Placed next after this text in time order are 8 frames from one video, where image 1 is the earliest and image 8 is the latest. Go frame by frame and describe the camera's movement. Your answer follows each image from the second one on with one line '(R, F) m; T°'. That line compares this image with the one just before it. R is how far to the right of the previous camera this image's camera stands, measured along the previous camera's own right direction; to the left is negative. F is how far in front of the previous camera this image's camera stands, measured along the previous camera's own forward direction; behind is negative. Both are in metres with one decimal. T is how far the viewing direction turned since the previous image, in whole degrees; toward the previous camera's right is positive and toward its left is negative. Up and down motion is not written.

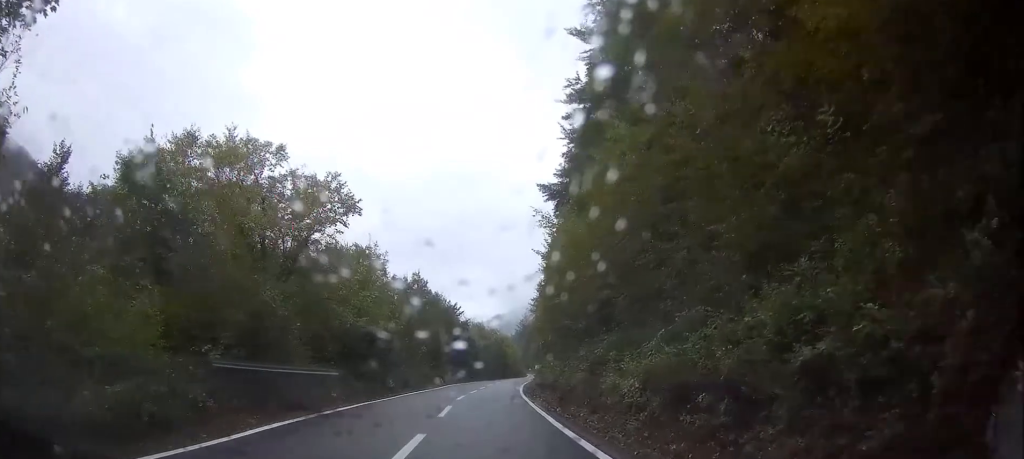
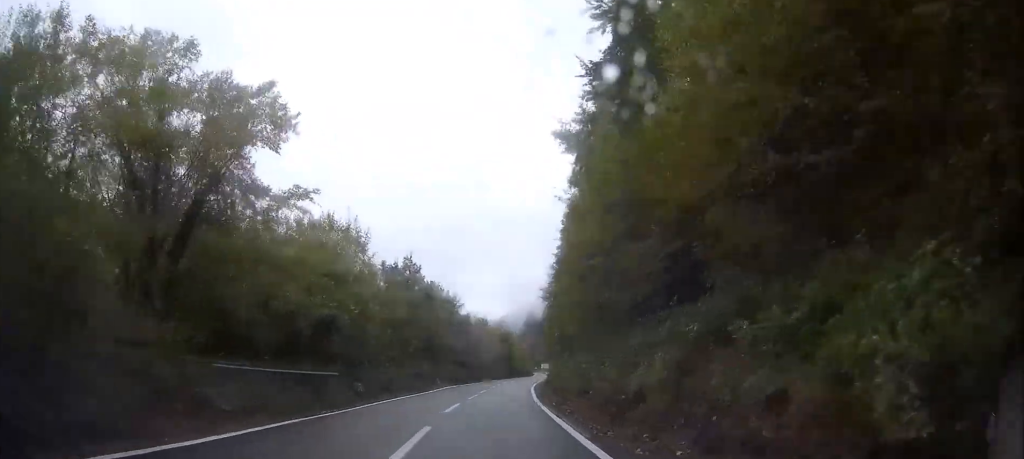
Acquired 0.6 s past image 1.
(0.0, +9.2) m; 0°
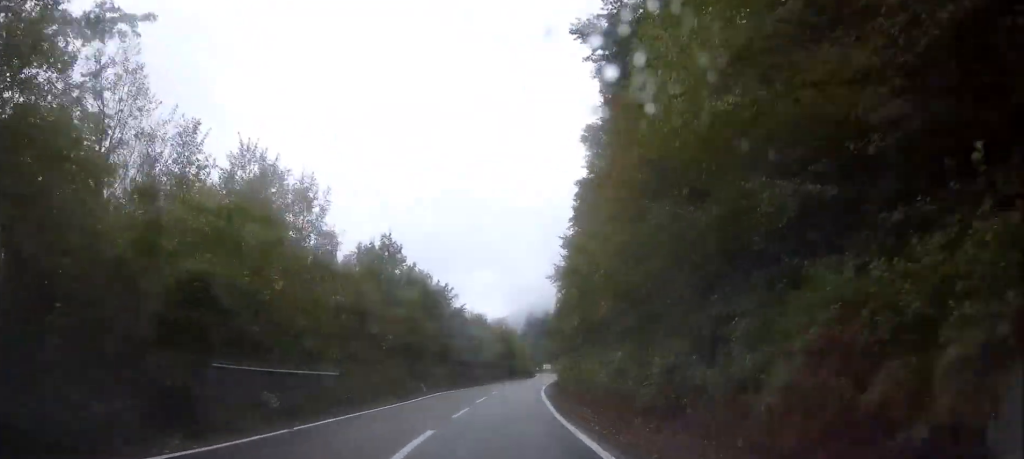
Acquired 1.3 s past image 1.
(0.0, +10.6) m; 0°
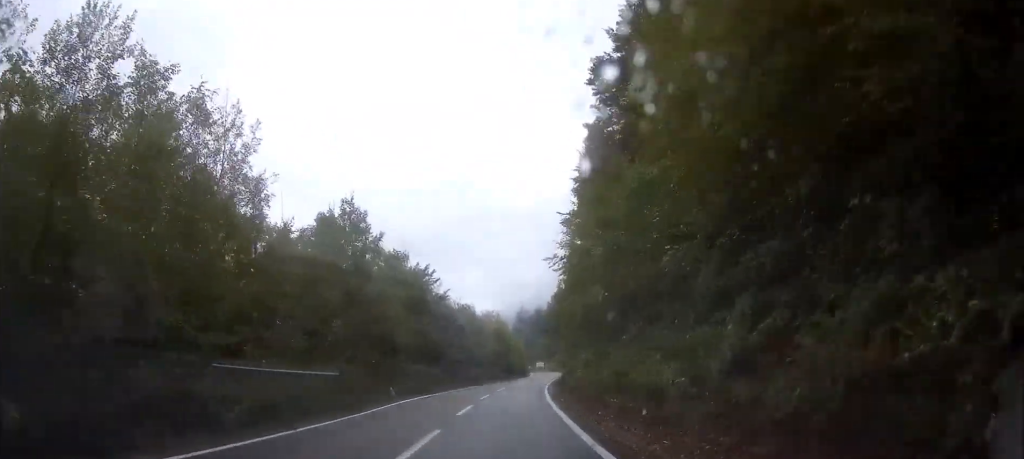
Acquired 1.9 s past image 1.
(0.0, +9.5) m; 0°
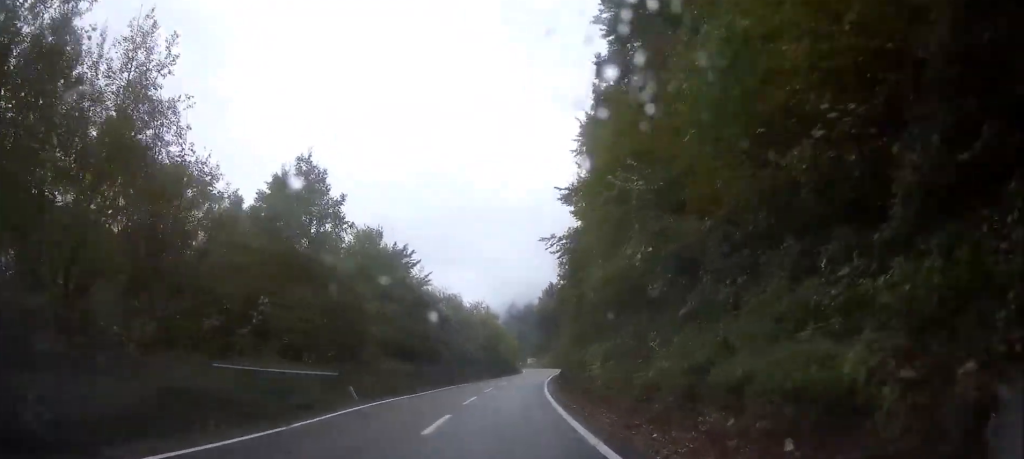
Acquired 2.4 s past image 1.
(0.0, +7.0) m; 0°
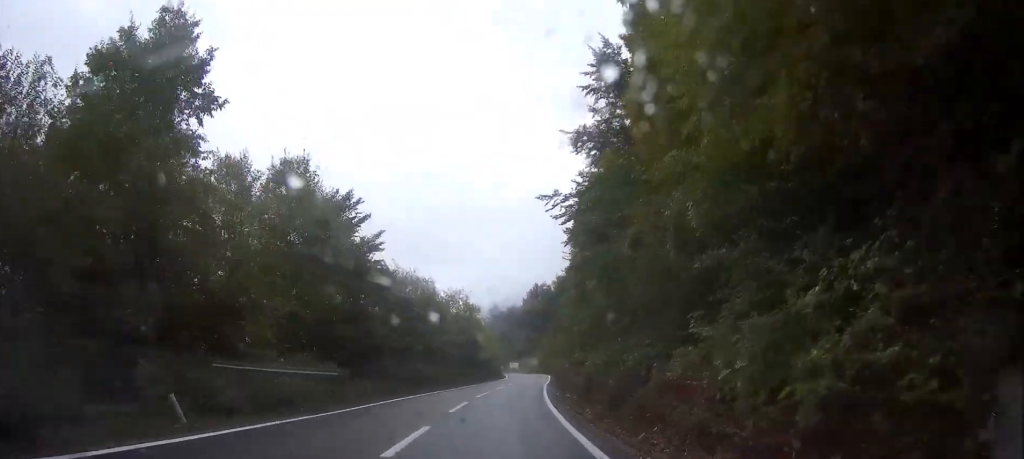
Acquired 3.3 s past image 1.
(0.0, +13.4) m; +1°
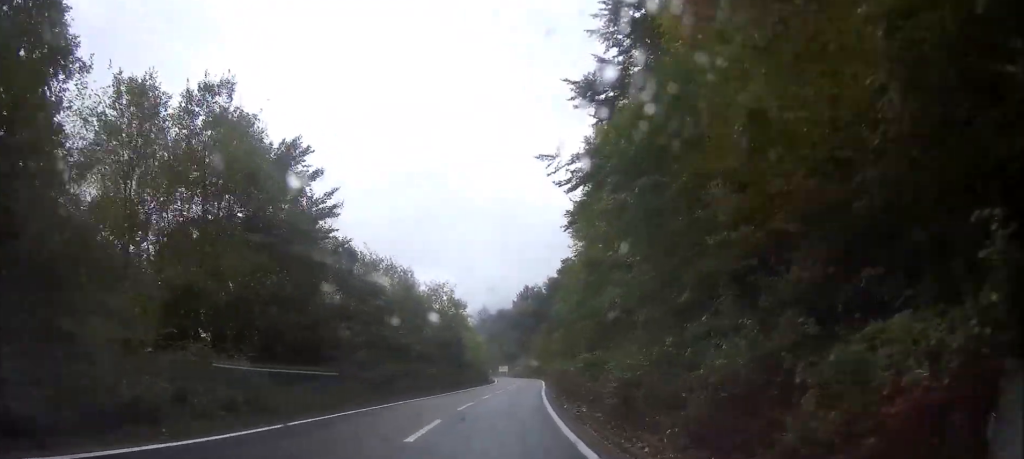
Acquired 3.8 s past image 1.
(+0.1, +7.4) m; +1°
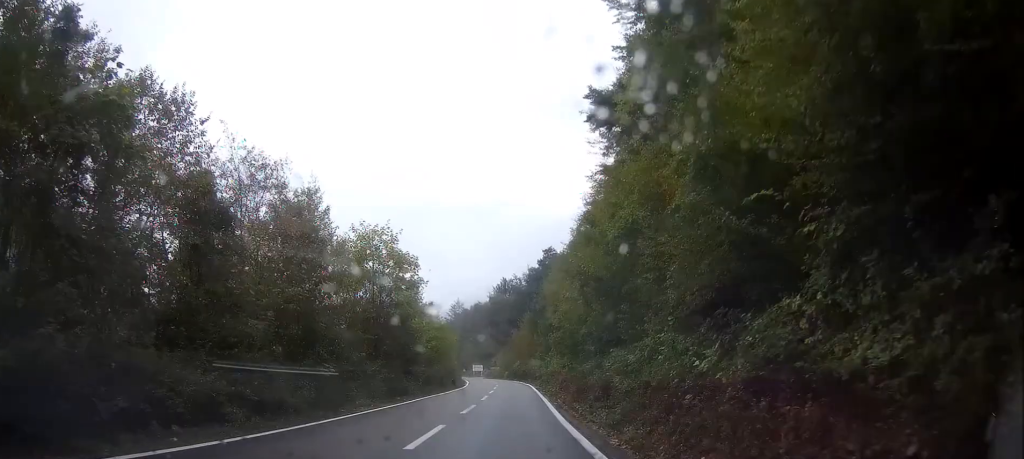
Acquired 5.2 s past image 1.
(+0.6, +21.3) m; +3°
